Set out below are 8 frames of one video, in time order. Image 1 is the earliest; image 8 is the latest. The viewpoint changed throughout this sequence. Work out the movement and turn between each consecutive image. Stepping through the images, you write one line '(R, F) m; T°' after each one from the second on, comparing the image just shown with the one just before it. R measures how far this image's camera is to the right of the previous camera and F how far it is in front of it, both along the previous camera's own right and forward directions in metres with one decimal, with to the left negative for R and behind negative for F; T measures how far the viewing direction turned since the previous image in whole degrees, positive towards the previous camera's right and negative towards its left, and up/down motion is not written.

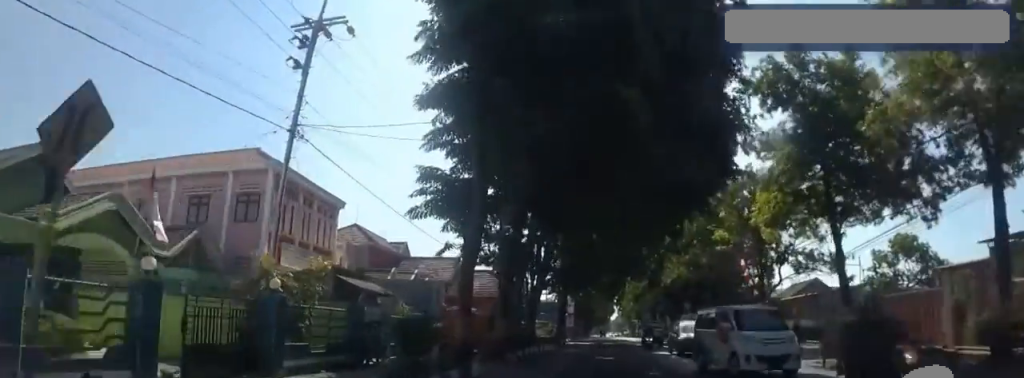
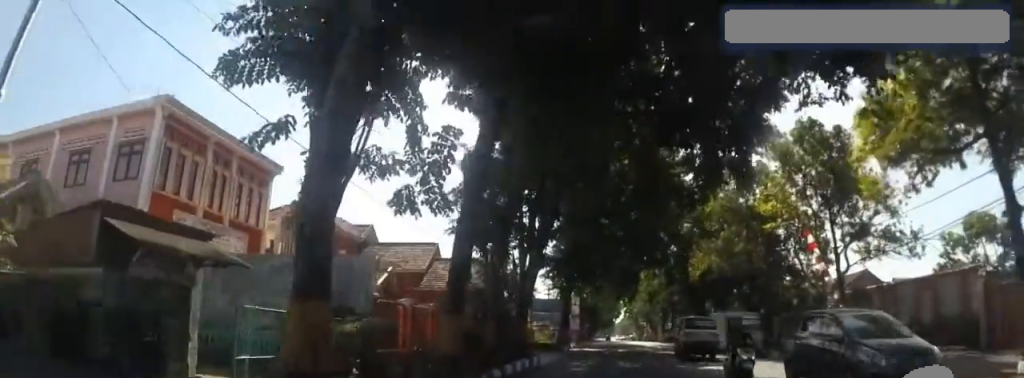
(0.0, +7.5) m; -1°
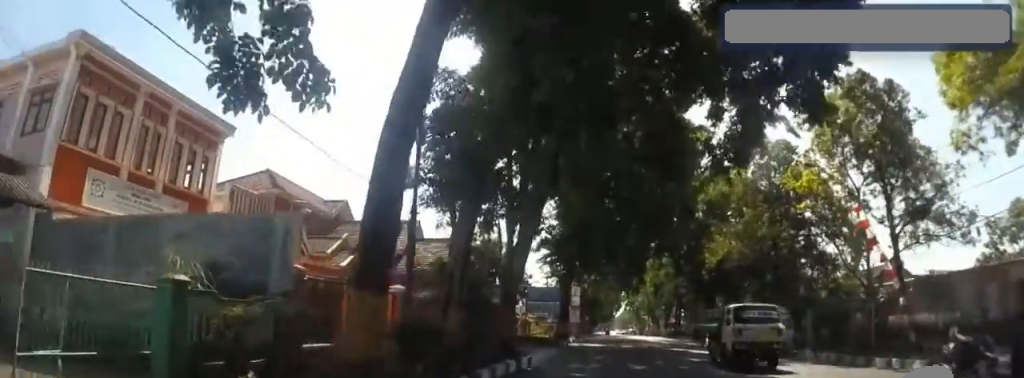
(+0.1, +3.7) m; -1°
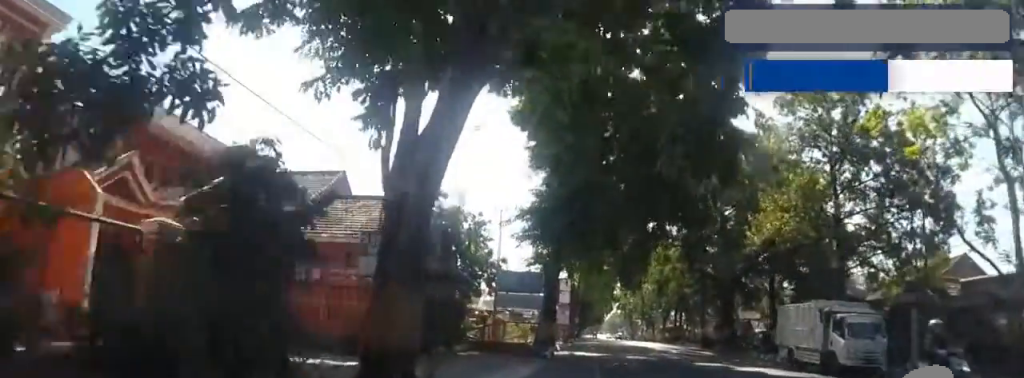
(-0.3, +7.6) m; +1°
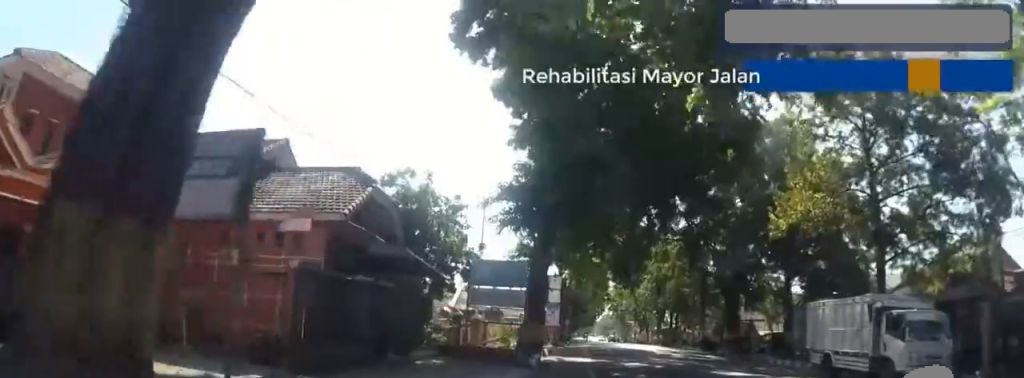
(+0.3, +3.4) m; +1°
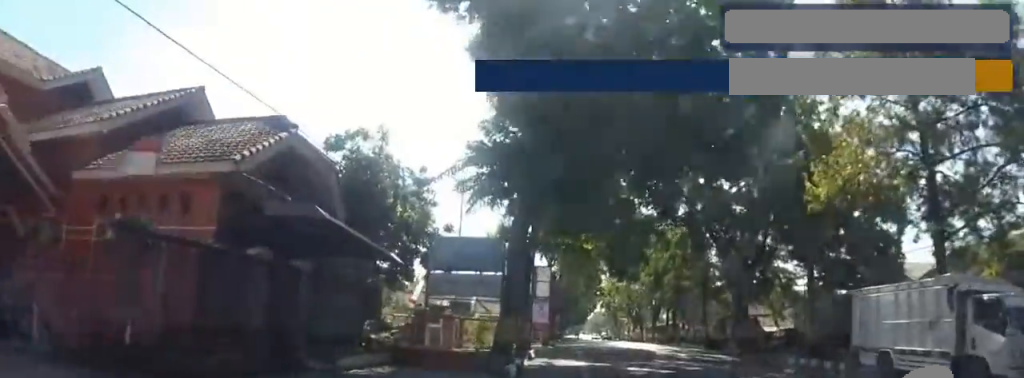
(-0.2, +3.8) m; 0°
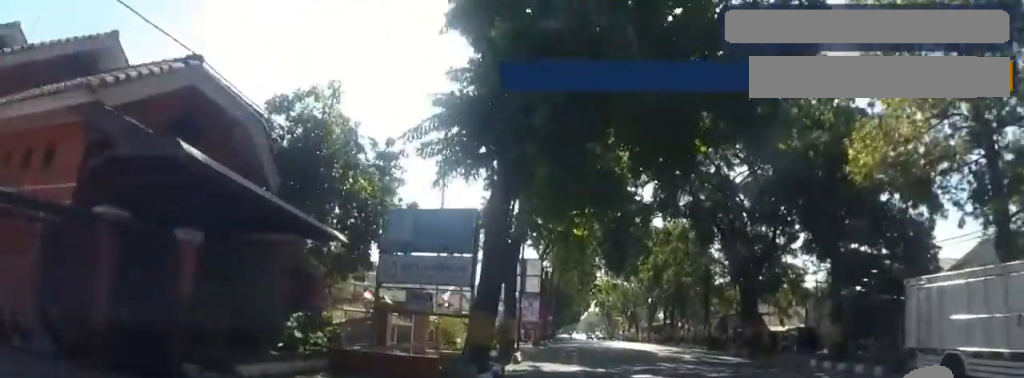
(-0.2, +2.9) m; 0°
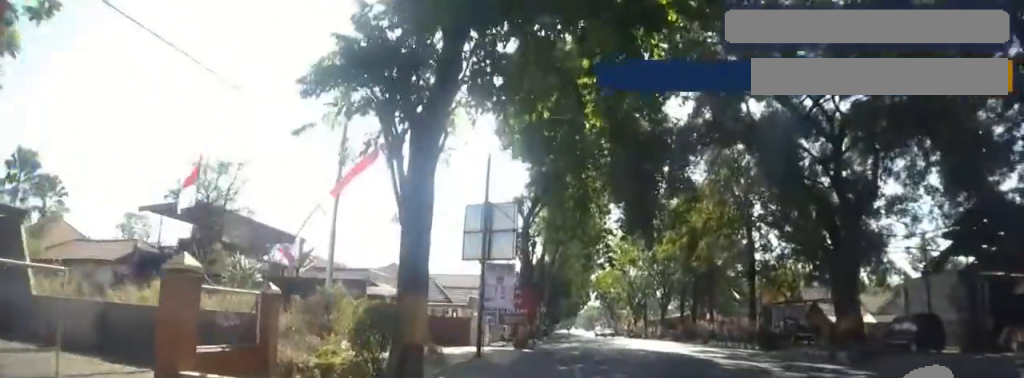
(+0.6, +10.6) m; +2°
